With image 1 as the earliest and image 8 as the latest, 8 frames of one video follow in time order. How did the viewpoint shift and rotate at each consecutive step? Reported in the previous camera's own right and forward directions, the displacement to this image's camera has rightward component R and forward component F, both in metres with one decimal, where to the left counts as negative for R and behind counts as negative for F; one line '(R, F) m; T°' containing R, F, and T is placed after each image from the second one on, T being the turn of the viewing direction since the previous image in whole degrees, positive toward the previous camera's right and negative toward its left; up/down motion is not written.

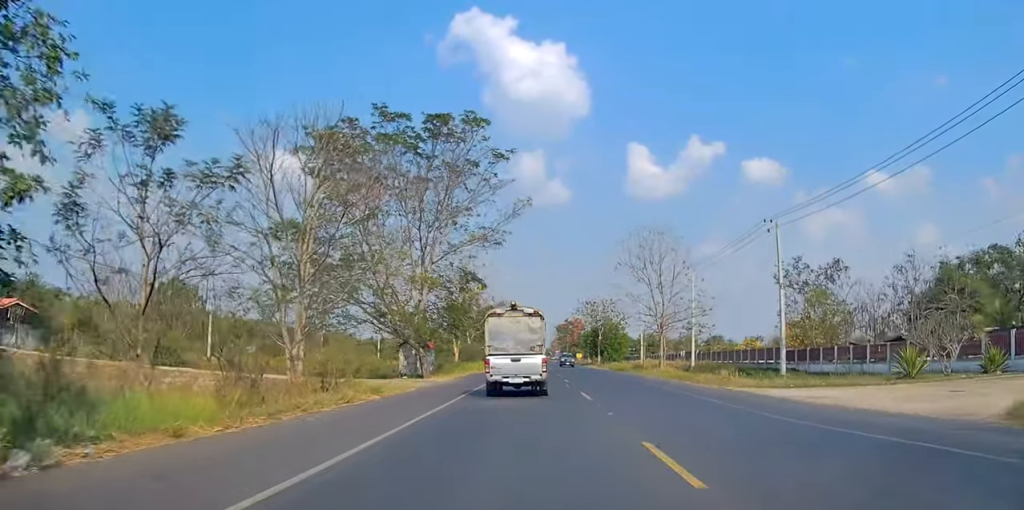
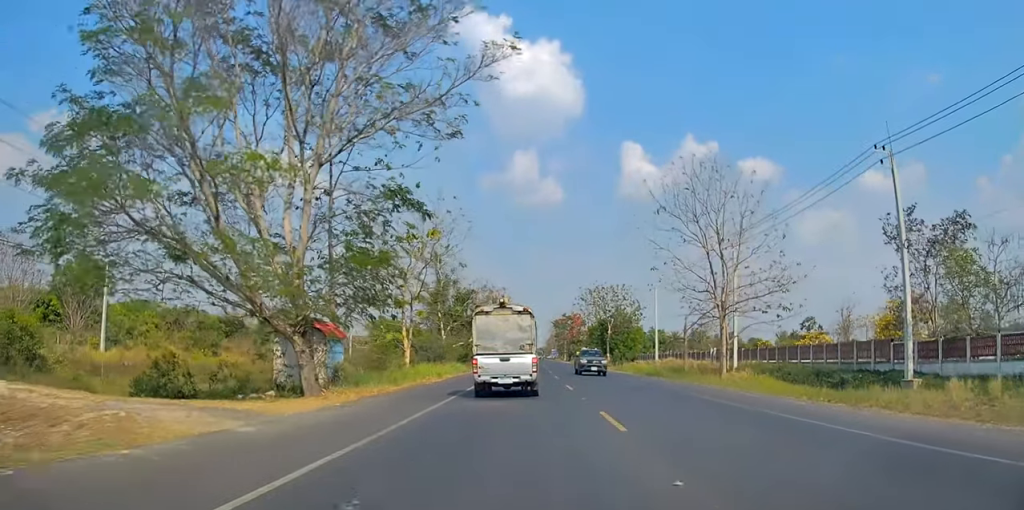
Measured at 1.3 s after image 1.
(-0.1, +19.6) m; 0°
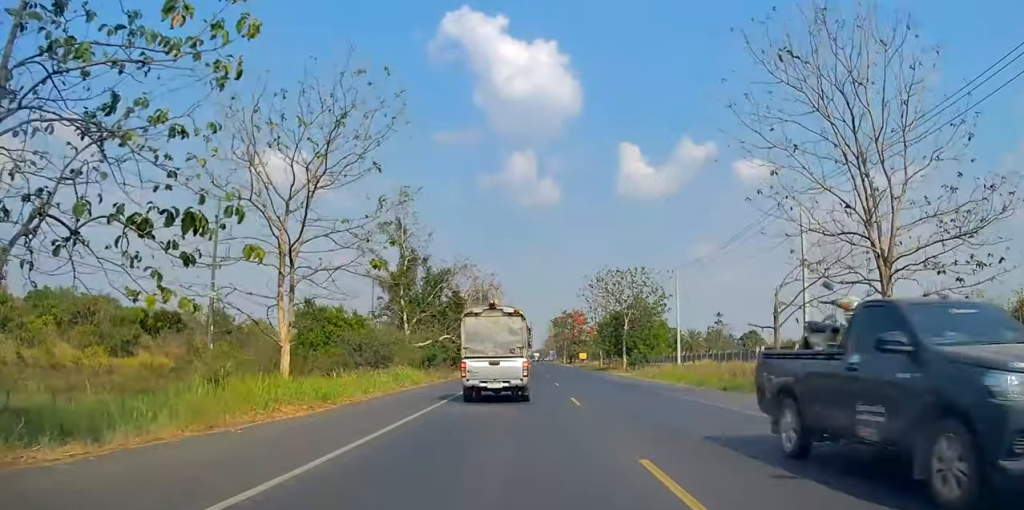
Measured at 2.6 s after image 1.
(+0.2, +18.3) m; 0°
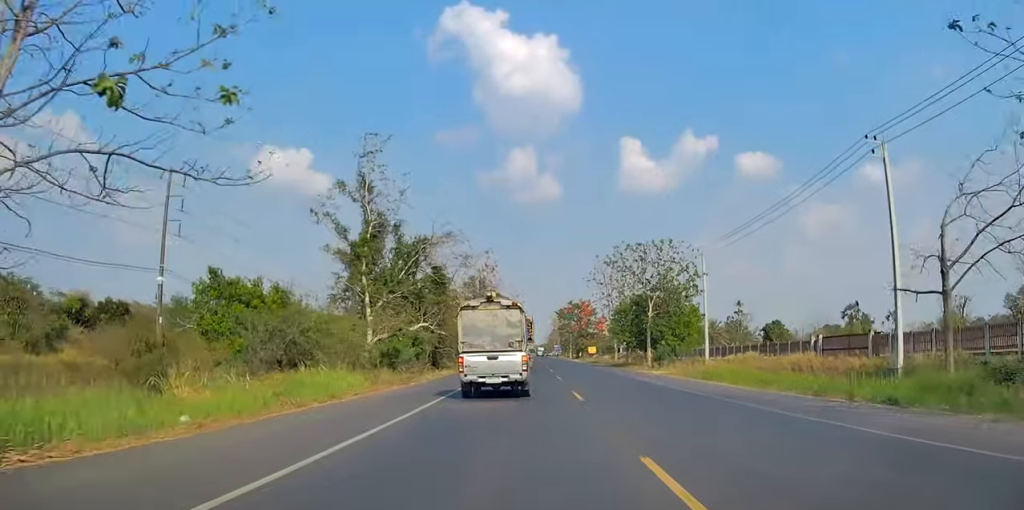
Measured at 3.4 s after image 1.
(-0.1, +11.8) m; -1°
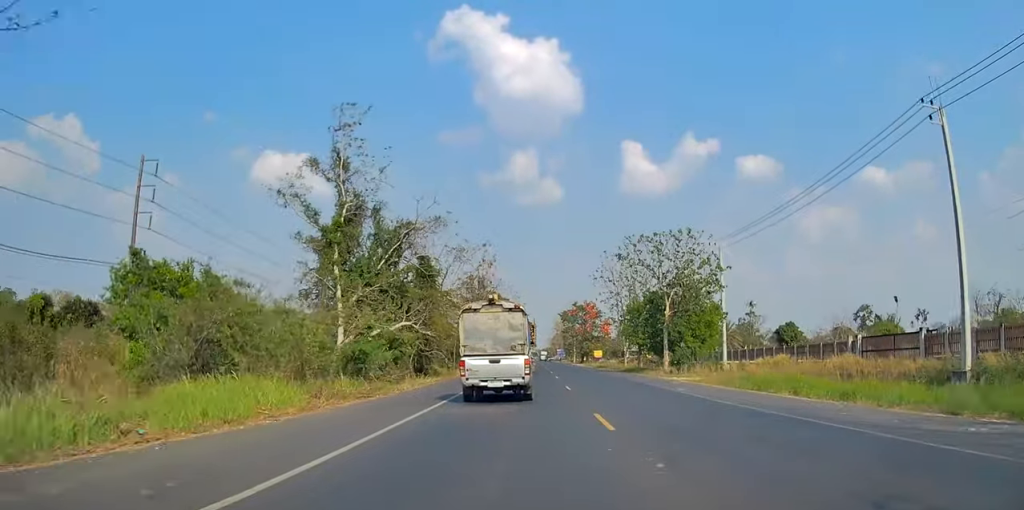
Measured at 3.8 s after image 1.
(0.0, +5.8) m; -1°
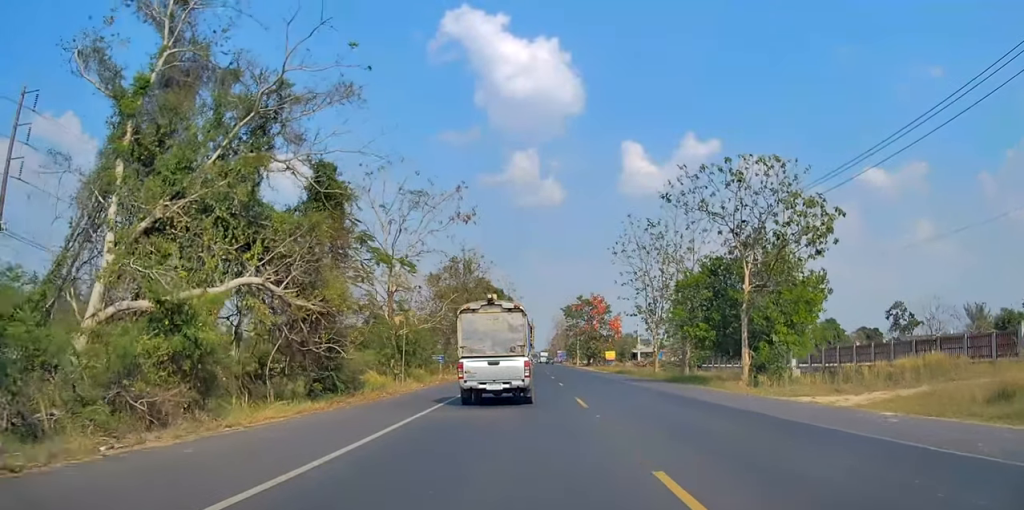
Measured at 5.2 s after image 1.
(-0.3, +18.8) m; -1°
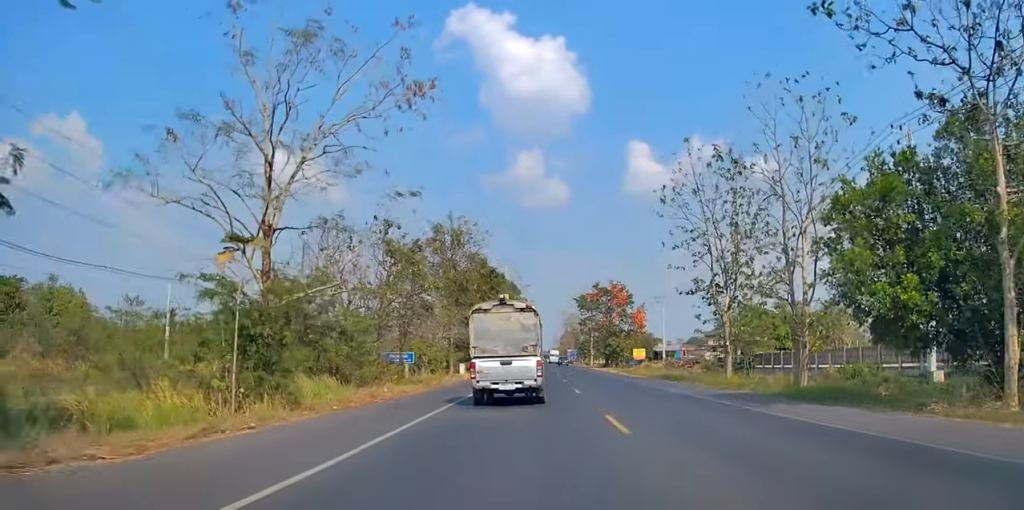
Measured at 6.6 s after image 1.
(-0.1, +18.1) m; -1°
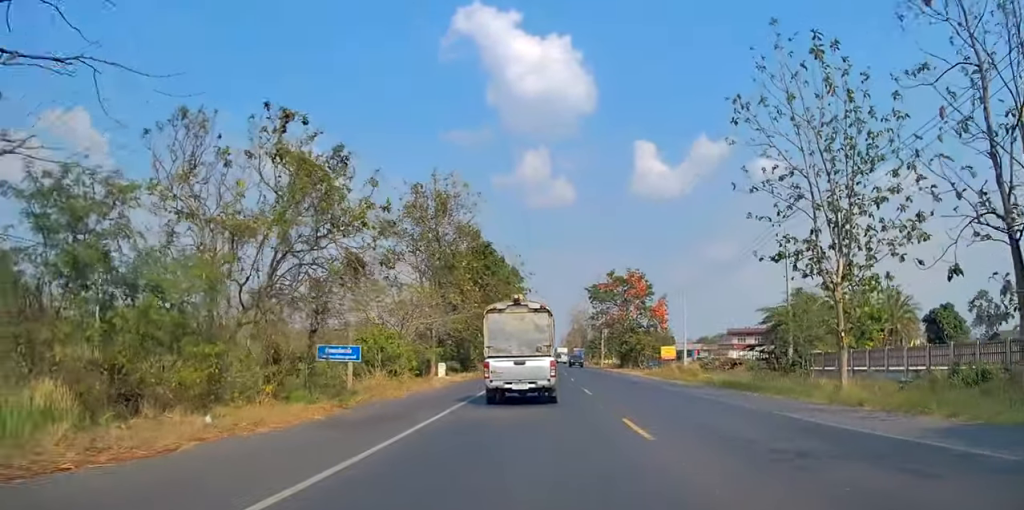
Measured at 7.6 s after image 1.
(-0.1, +12.4) m; 0°
